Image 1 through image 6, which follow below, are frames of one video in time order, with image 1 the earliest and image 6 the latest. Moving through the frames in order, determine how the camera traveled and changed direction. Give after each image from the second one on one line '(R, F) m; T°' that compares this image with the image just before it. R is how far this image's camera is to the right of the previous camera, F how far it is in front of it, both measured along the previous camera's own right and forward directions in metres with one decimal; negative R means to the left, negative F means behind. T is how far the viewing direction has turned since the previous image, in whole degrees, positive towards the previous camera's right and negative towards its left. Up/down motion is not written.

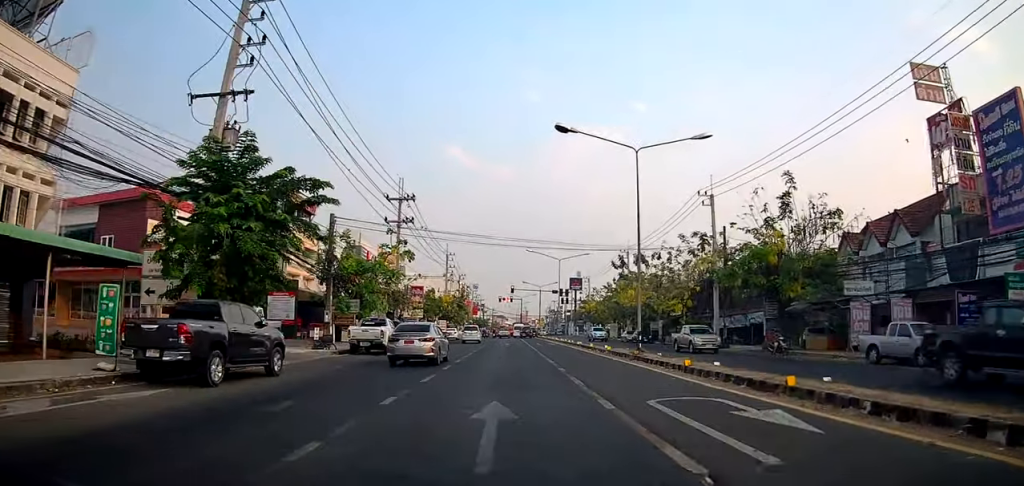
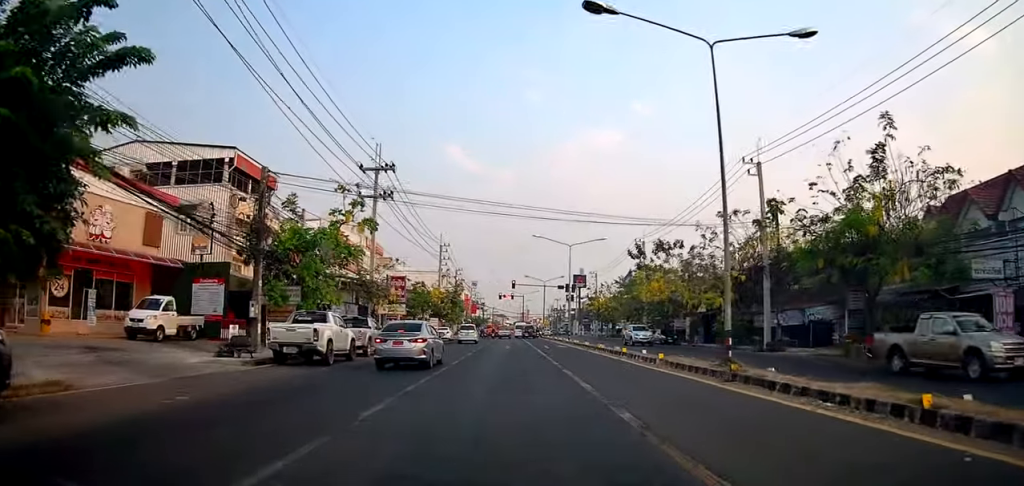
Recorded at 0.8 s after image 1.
(-0.1, +9.3) m; -1°
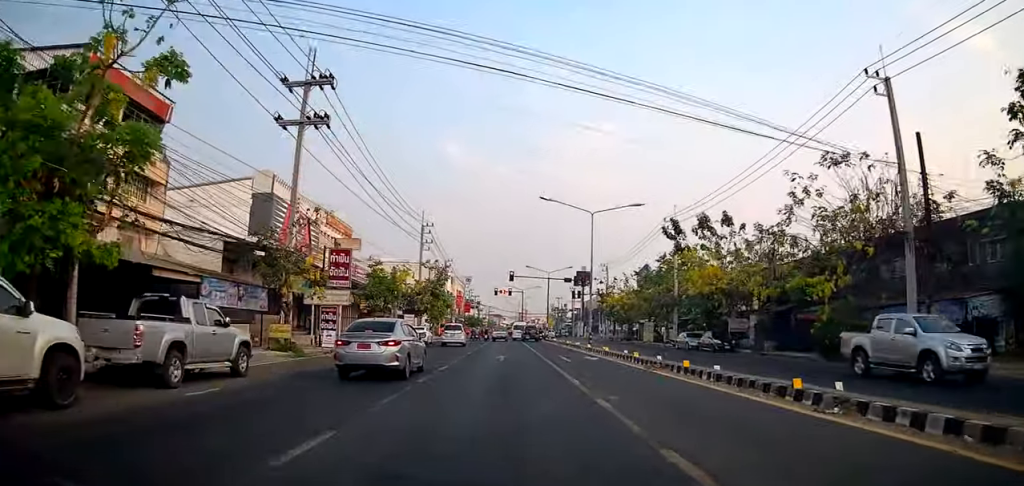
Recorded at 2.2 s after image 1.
(-0.1, +14.9) m; -1°
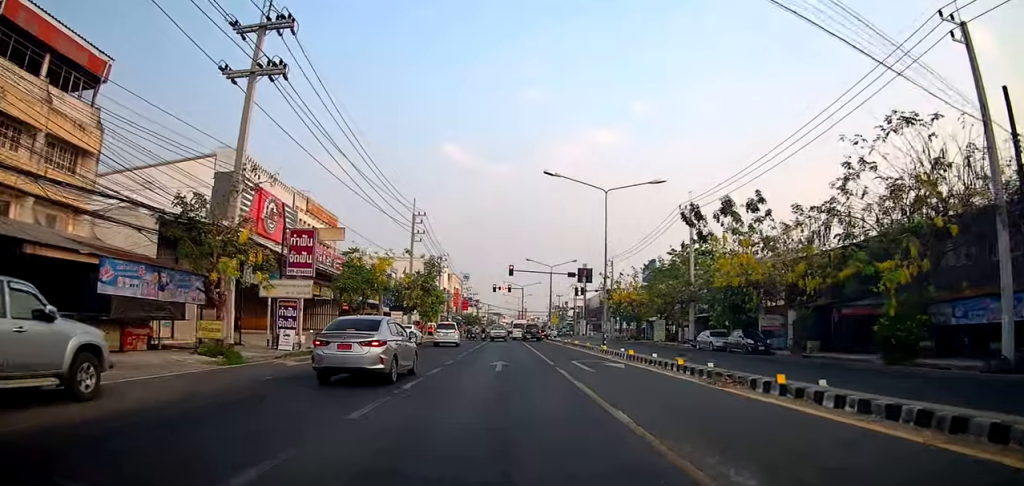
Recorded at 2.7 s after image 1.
(0.0, +5.5) m; +2°
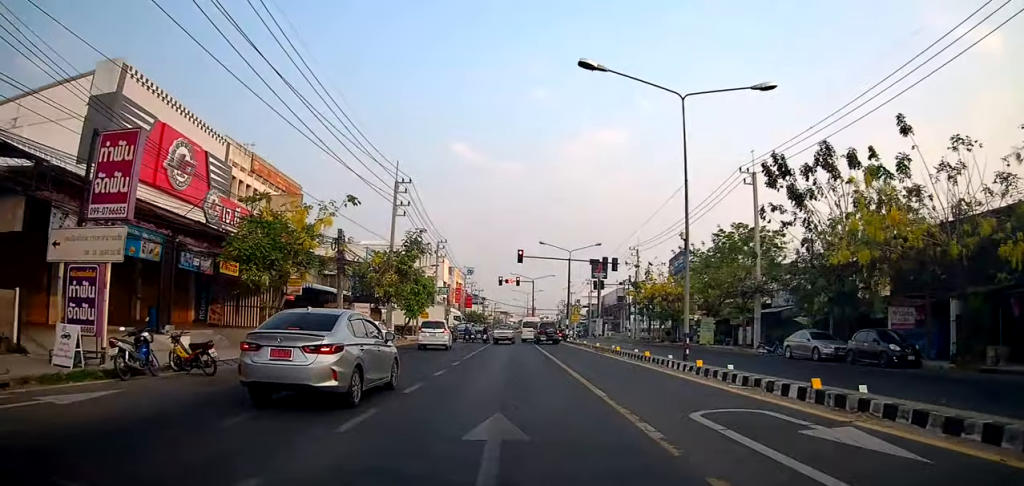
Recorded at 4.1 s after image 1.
(+0.6, +13.2) m; +5°
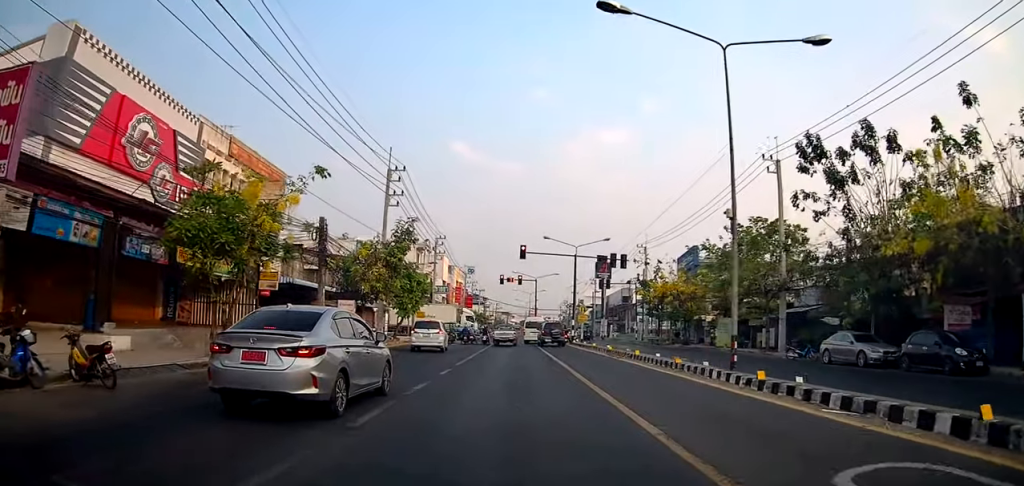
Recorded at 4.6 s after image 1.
(0.0, +3.7) m; 0°
